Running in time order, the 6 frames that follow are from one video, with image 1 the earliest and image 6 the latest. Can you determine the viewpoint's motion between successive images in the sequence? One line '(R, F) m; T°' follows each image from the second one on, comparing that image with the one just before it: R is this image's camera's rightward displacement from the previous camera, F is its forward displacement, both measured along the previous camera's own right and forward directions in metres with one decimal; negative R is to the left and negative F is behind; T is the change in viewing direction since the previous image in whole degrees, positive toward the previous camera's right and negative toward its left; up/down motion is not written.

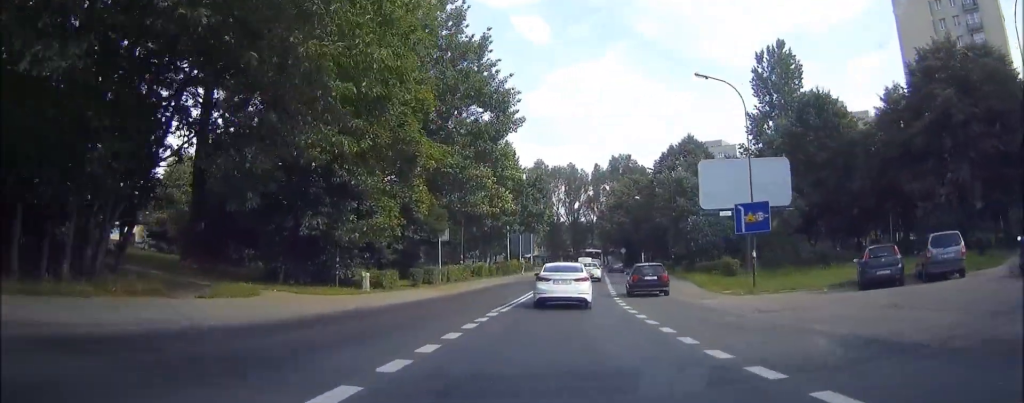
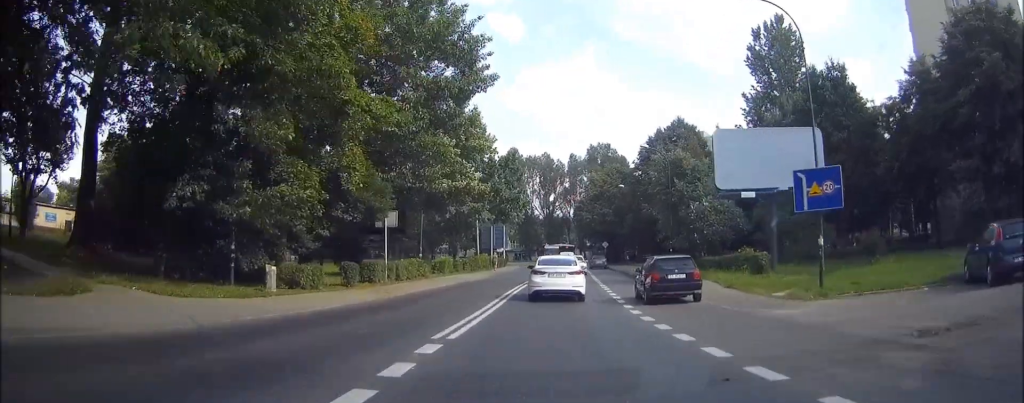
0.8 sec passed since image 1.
(+0.2, +8.9) m; +3°
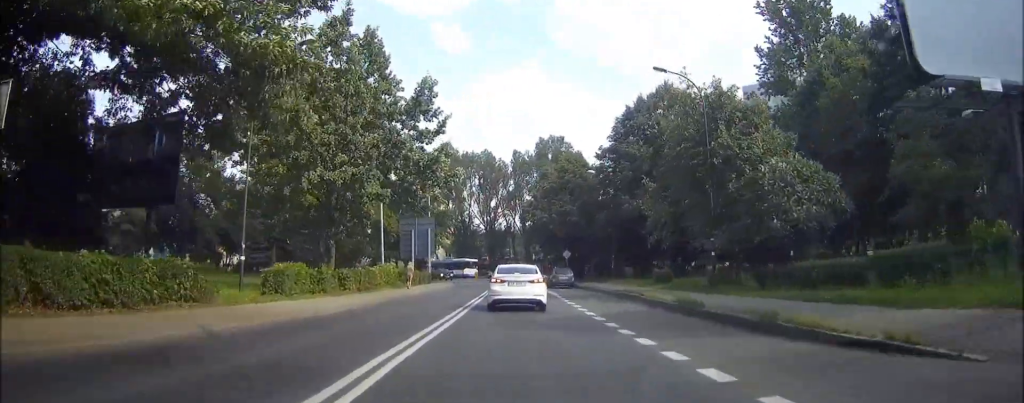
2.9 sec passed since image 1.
(+1.0, +22.4) m; +4°
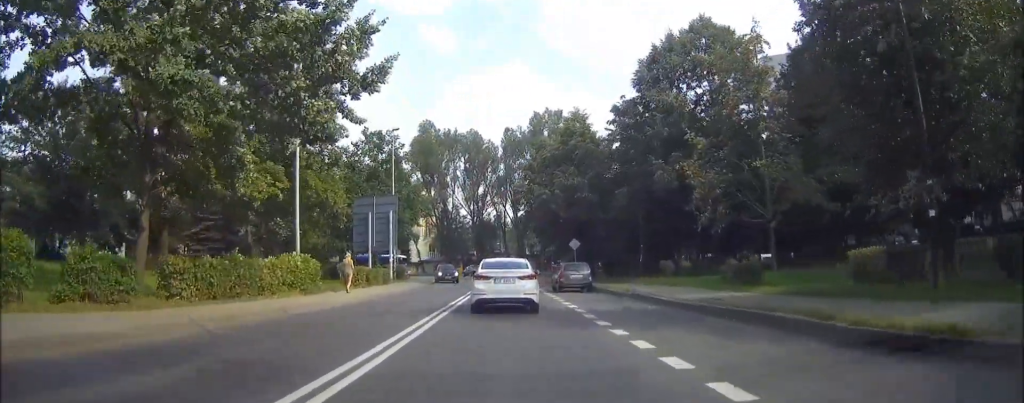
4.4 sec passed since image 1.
(+0.2, +15.5) m; +1°
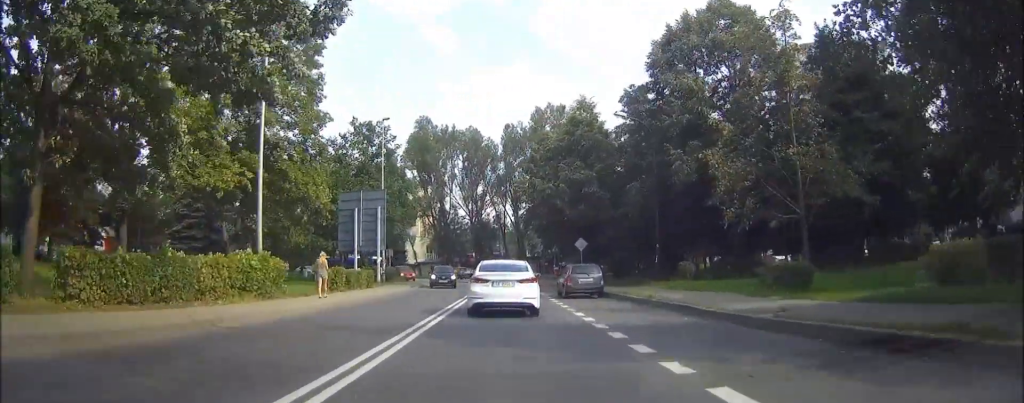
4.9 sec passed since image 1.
(0.0, +4.2) m; 0°
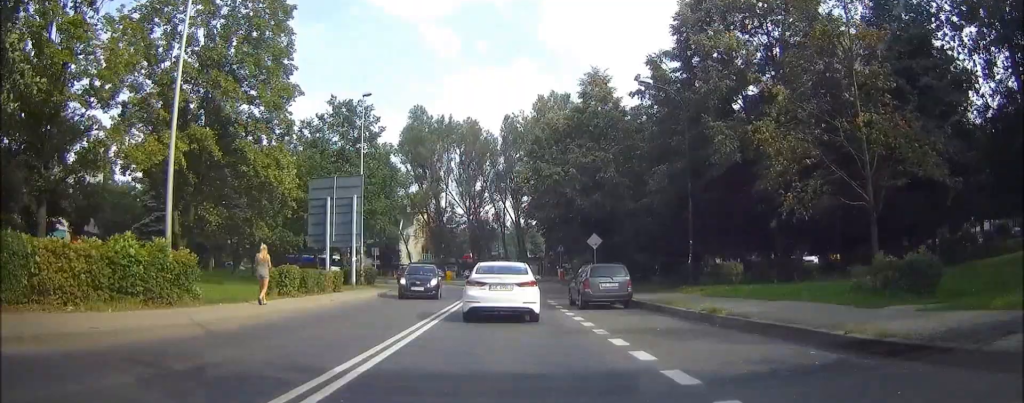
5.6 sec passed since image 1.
(0.0, +6.7) m; 0°
